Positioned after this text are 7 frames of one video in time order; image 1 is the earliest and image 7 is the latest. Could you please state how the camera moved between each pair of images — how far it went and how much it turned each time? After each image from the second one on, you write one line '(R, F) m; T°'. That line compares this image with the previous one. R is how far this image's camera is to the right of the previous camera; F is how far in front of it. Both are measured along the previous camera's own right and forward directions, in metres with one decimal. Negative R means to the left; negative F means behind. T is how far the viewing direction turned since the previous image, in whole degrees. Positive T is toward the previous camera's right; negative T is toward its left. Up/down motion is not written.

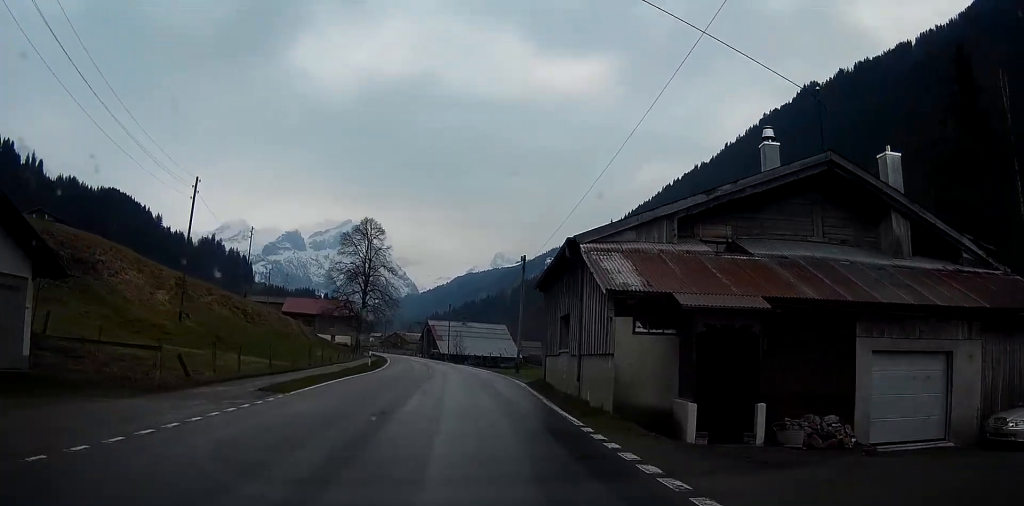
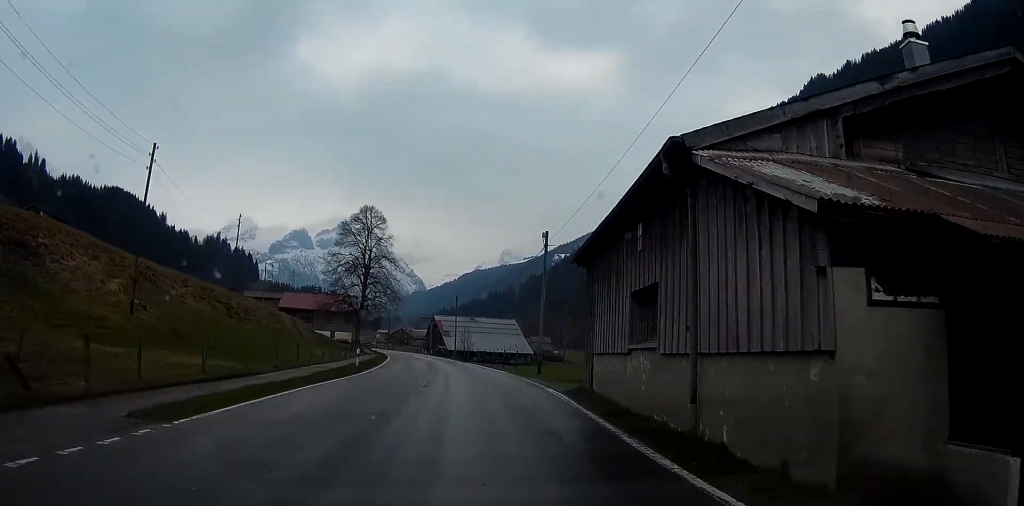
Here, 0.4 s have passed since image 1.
(0.0, +8.1) m; -1°
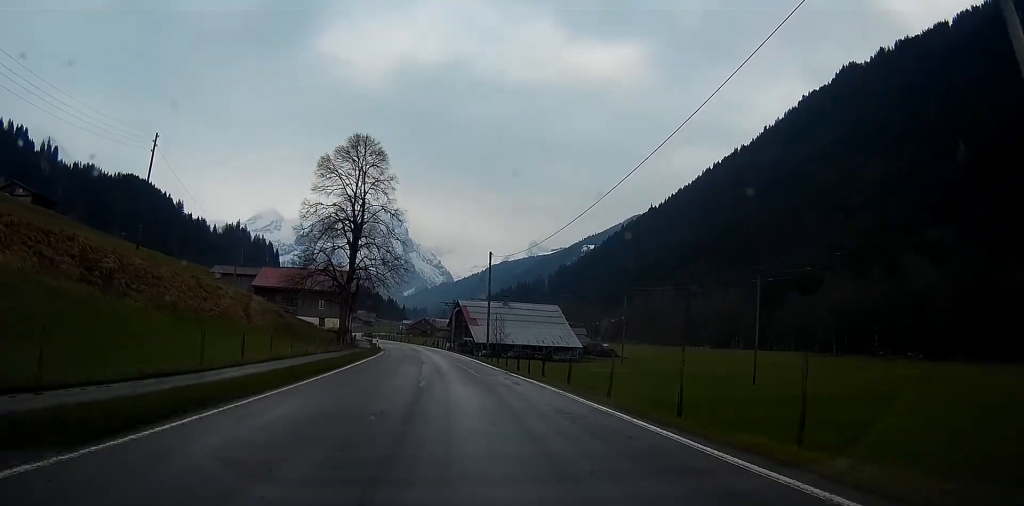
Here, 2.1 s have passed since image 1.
(-0.7, +31.1) m; -3°
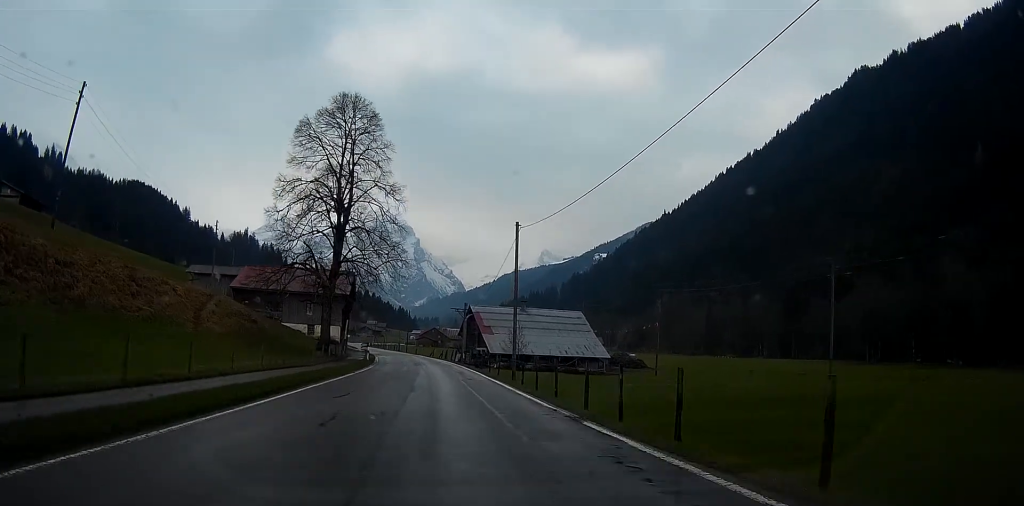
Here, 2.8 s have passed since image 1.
(-0.1, +13.7) m; -1°
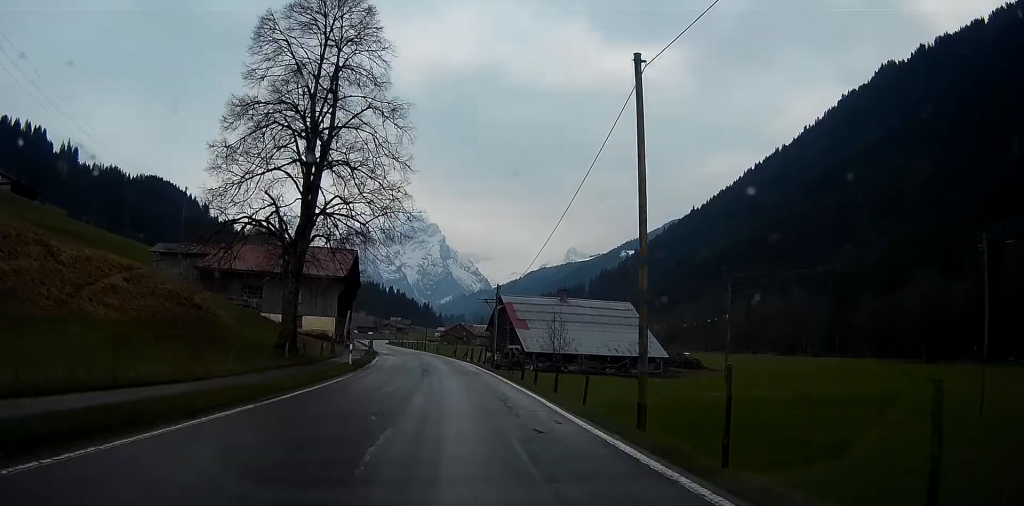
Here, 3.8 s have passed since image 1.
(-0.3, +18.3) m; -2°
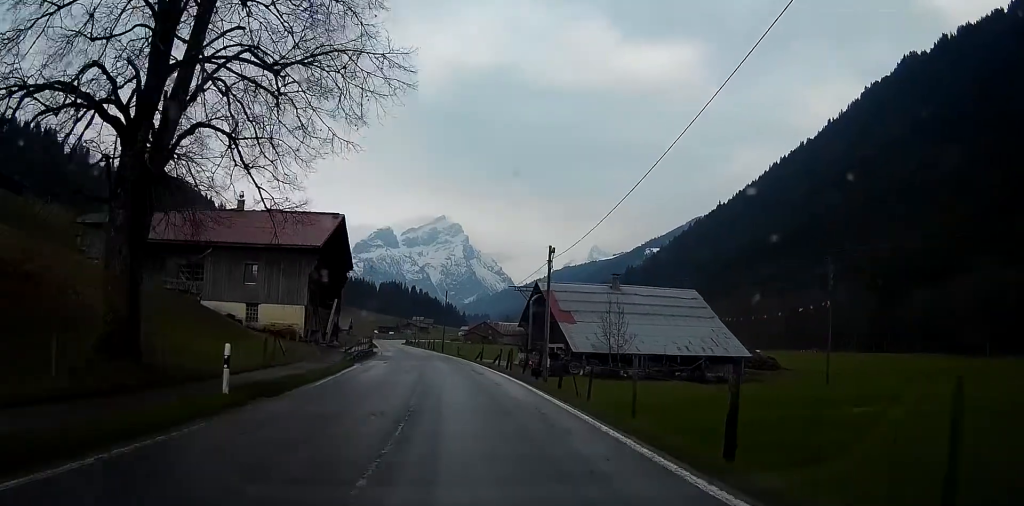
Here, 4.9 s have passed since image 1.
(-0.3, +20.3) m; -2°
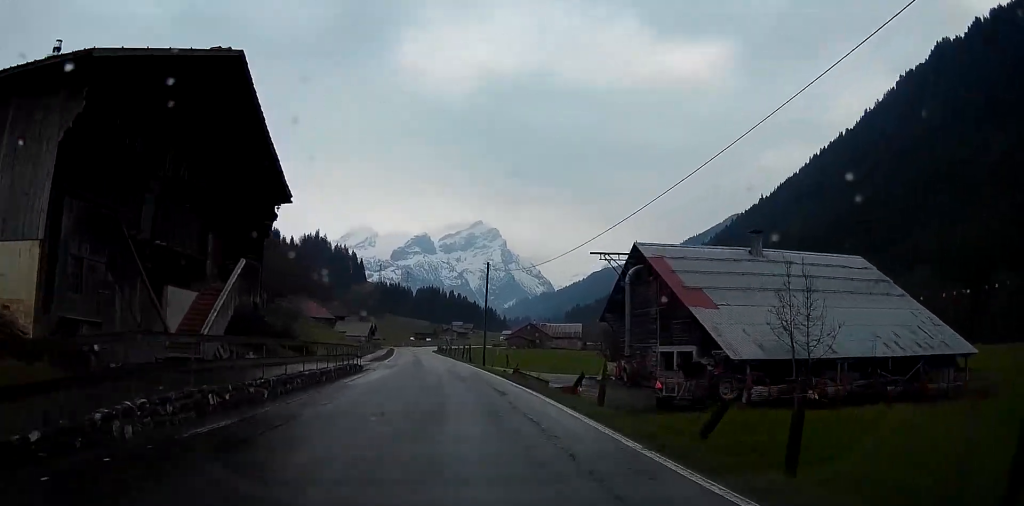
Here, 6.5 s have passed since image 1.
(-1.0, +30.9) m; -3°
